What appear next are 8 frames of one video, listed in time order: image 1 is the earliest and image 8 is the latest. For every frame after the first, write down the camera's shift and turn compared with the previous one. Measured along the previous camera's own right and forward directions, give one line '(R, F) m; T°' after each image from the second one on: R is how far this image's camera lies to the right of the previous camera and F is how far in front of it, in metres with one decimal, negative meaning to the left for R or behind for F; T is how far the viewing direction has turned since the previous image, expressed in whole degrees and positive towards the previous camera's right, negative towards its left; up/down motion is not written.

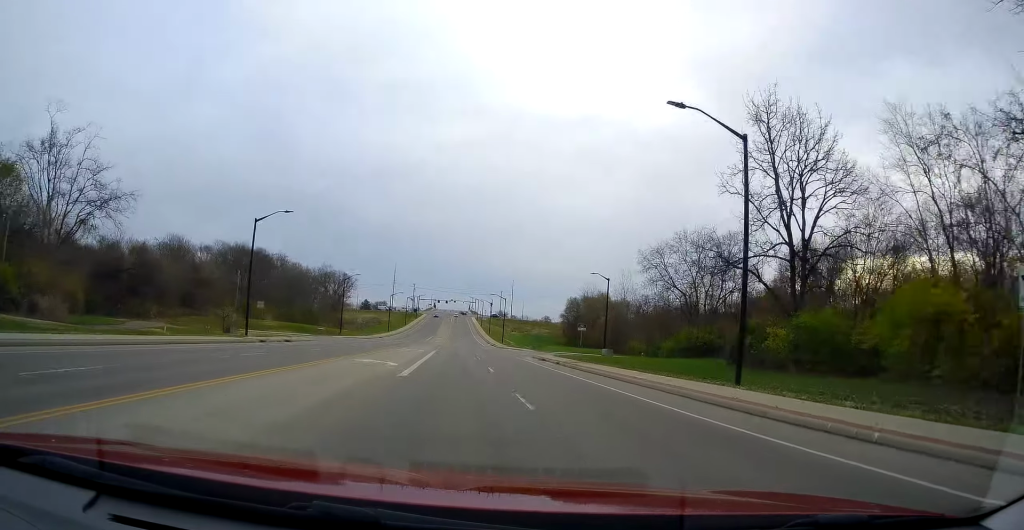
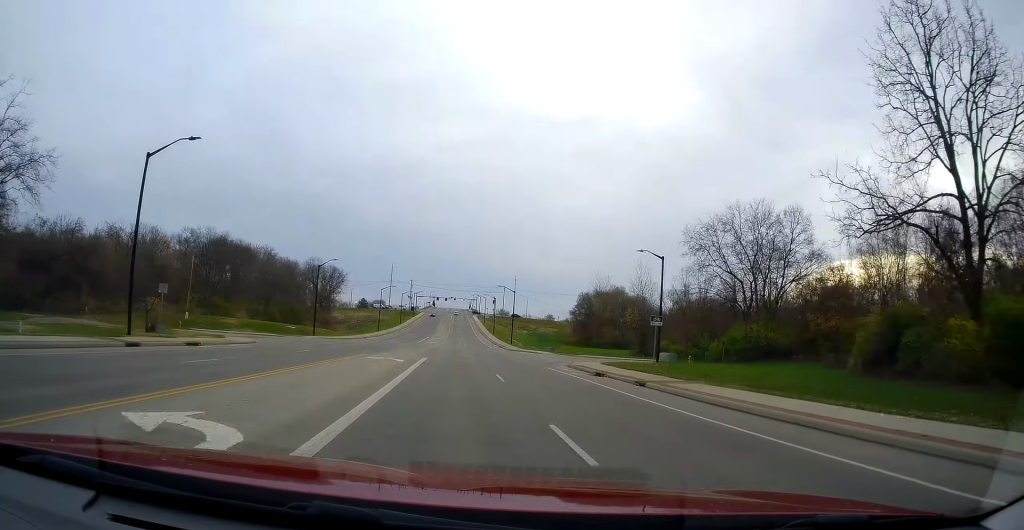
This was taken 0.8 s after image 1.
(+0.1, +16.8) m; +1°
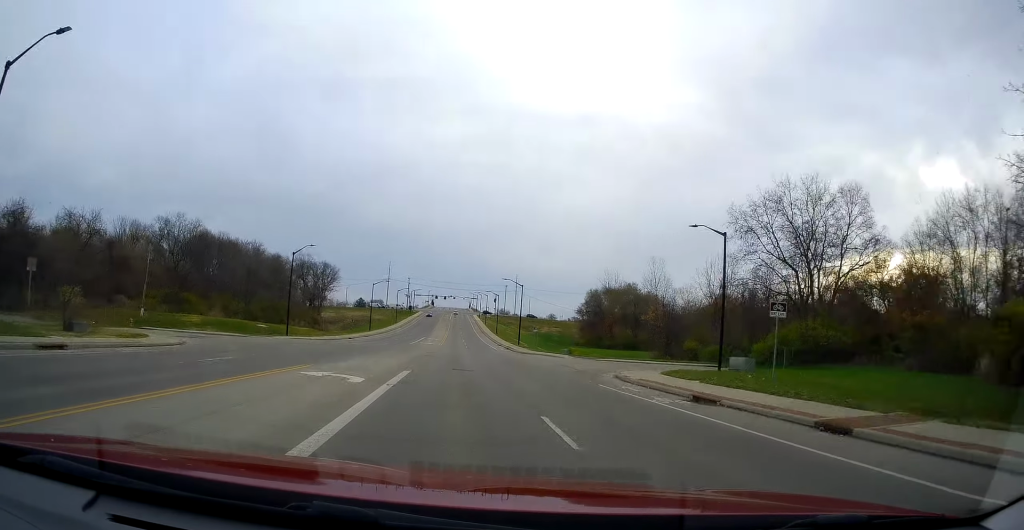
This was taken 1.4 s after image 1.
(+0.2, +11.6) m; +1°
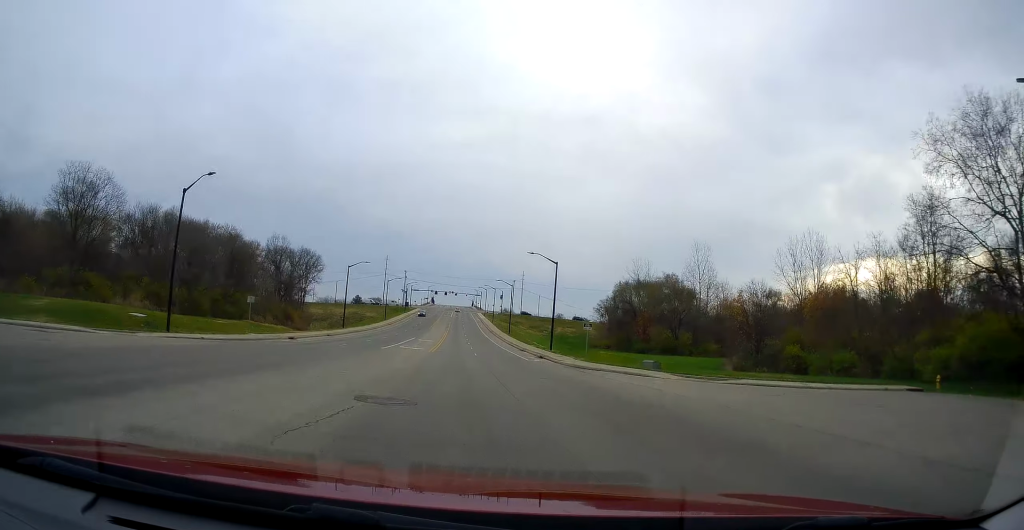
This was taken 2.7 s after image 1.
(+0.2, +27.7) m; 0°
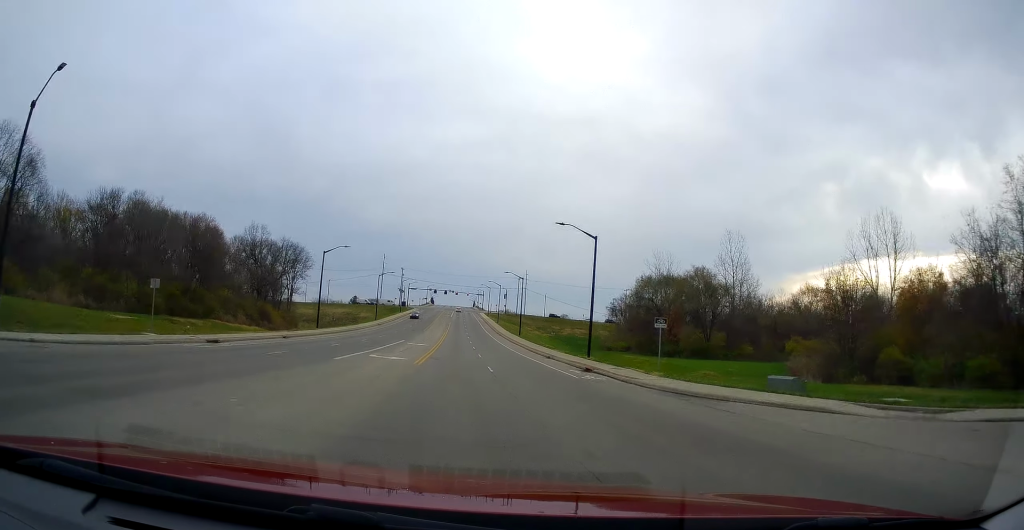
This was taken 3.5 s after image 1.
(0.0, +16.7) m; 0°
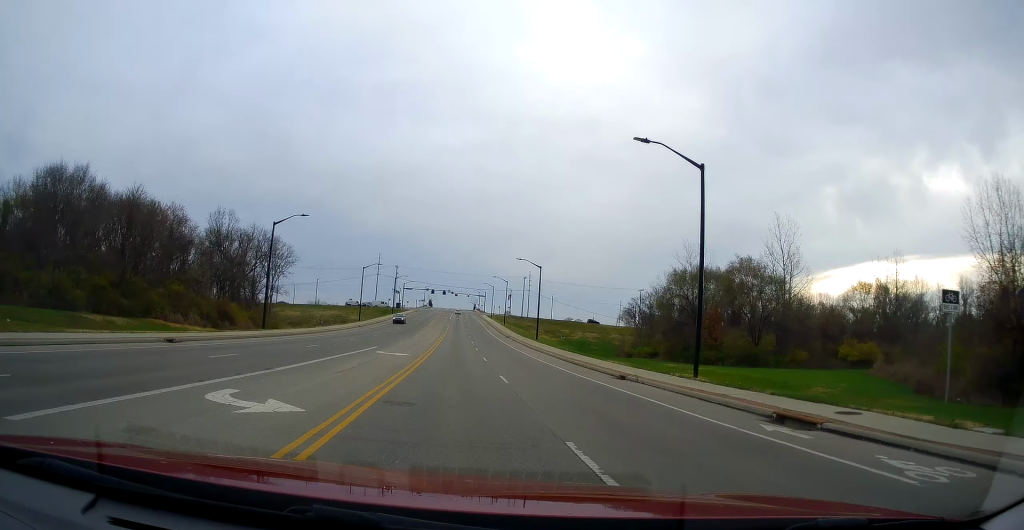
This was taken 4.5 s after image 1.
(0.0, +19.4) m; -1°
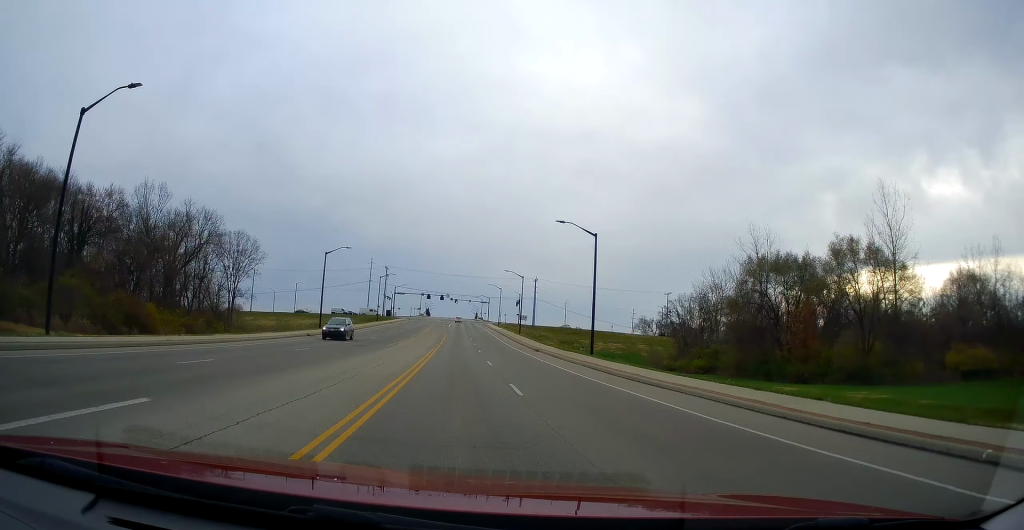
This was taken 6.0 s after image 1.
(-0.7, +28.0) m; -1°
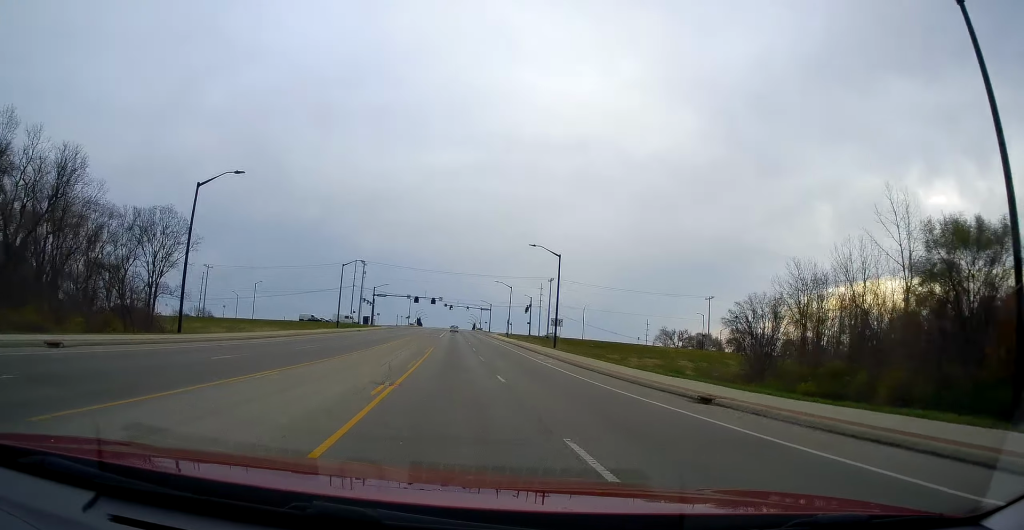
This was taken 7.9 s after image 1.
(+0.7, +34.6) m; +1°
